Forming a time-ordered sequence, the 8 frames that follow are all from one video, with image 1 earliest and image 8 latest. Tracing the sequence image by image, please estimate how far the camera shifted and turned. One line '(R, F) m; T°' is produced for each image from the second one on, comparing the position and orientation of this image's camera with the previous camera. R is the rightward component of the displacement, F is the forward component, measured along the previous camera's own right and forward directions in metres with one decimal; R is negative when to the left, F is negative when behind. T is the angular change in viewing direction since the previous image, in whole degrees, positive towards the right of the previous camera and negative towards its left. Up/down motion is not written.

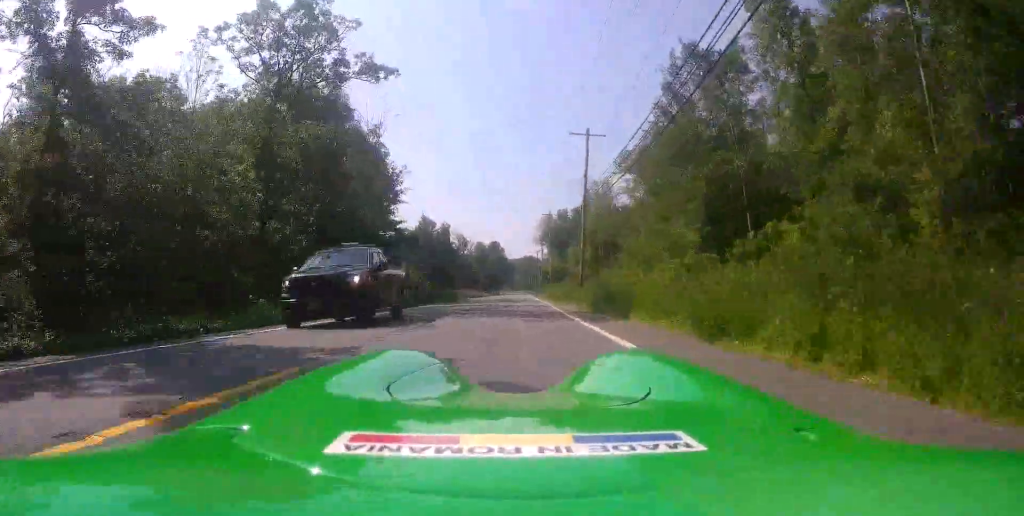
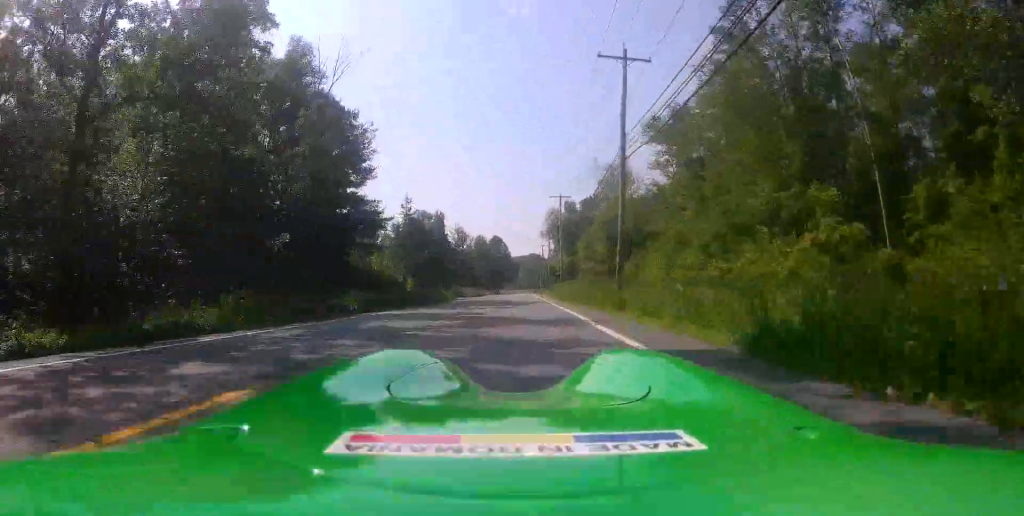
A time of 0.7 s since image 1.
(-0.1, +13.5) m; 0°
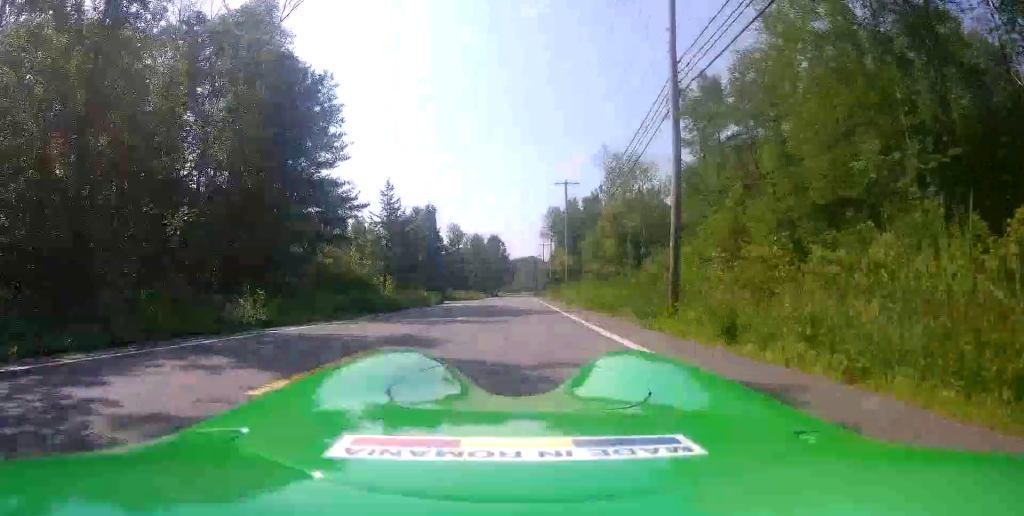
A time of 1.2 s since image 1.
(0.0, +8.7) m; 0°
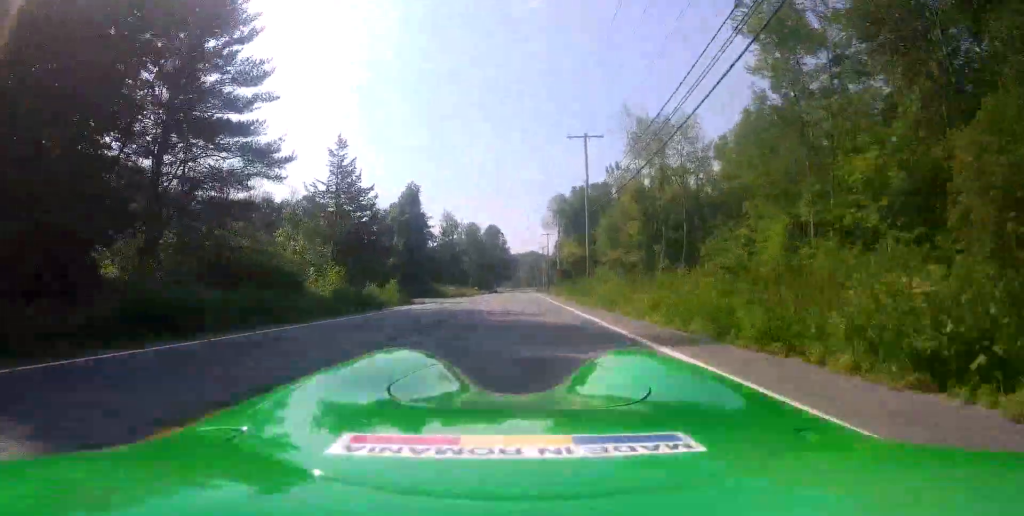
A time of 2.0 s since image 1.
(0.0, +15.6) m; 0°
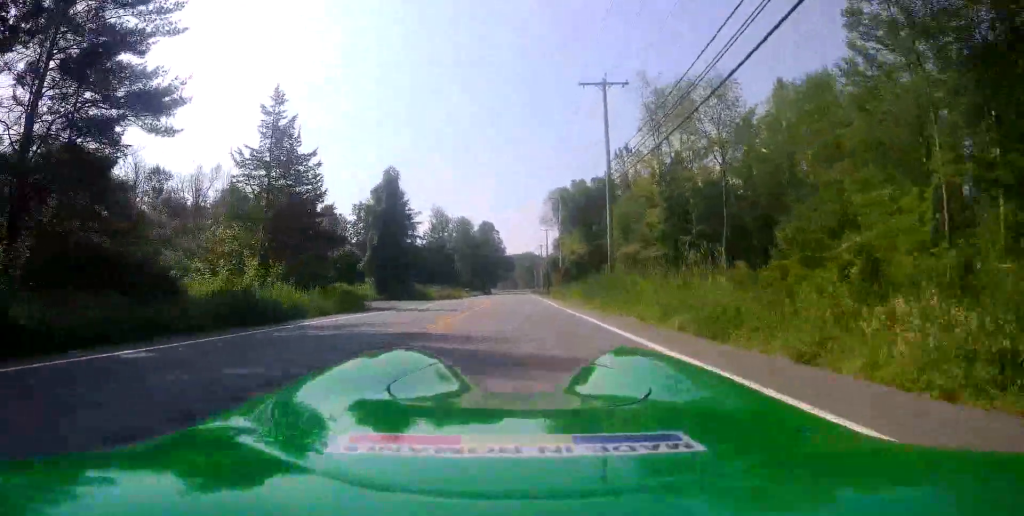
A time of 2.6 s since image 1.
(0.0, +10.9) m; 0°
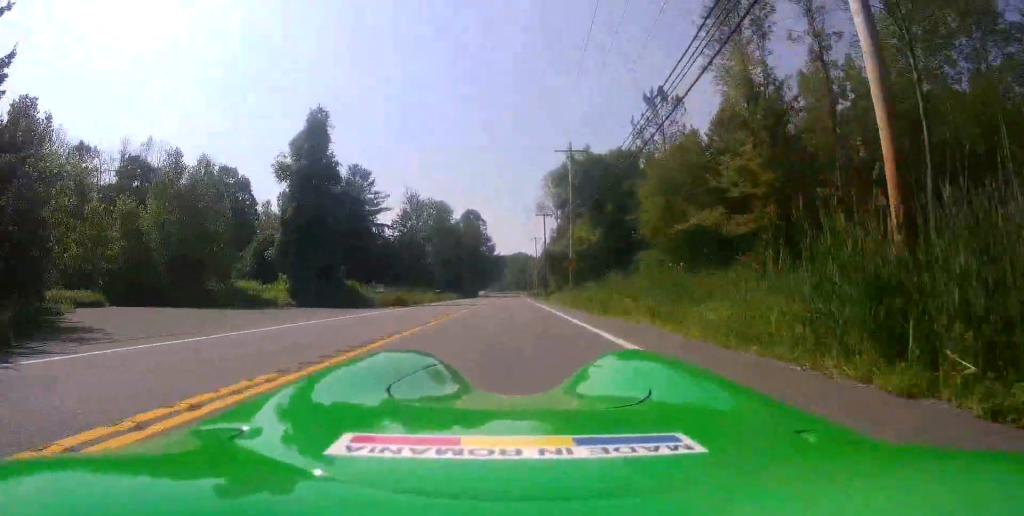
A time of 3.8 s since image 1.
(-0.1, +21.6) m; 0°
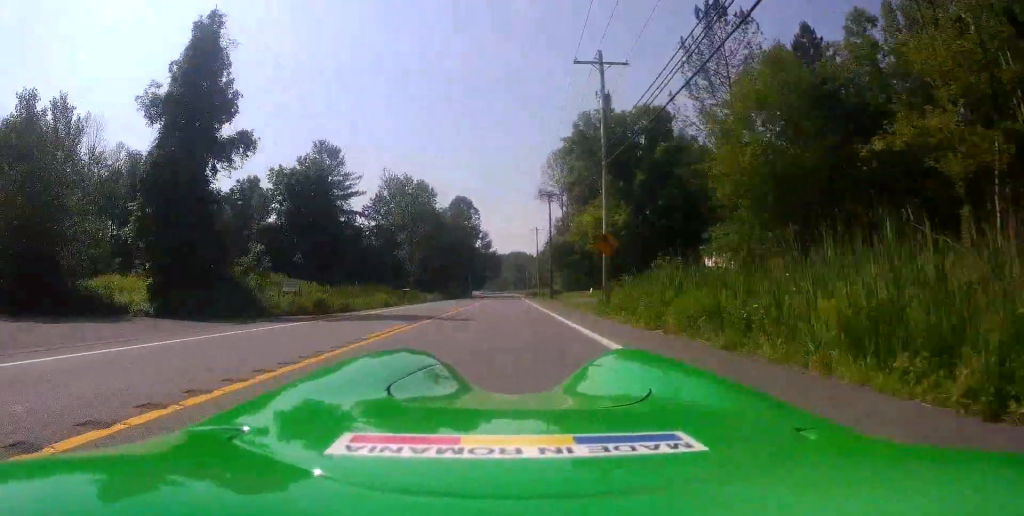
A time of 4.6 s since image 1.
(0.0, +16.2) m; 0°
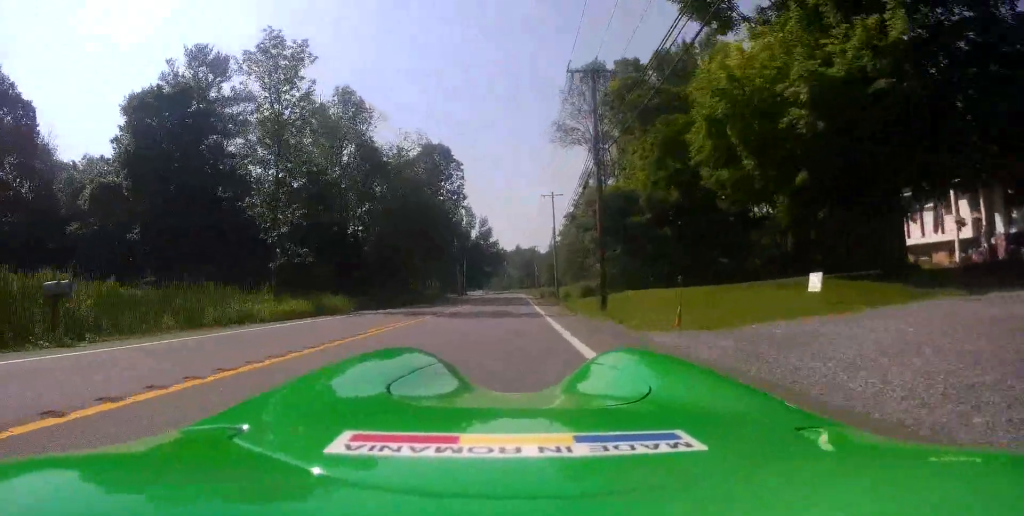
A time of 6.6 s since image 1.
(+0.1, +36.2) m; 0°
